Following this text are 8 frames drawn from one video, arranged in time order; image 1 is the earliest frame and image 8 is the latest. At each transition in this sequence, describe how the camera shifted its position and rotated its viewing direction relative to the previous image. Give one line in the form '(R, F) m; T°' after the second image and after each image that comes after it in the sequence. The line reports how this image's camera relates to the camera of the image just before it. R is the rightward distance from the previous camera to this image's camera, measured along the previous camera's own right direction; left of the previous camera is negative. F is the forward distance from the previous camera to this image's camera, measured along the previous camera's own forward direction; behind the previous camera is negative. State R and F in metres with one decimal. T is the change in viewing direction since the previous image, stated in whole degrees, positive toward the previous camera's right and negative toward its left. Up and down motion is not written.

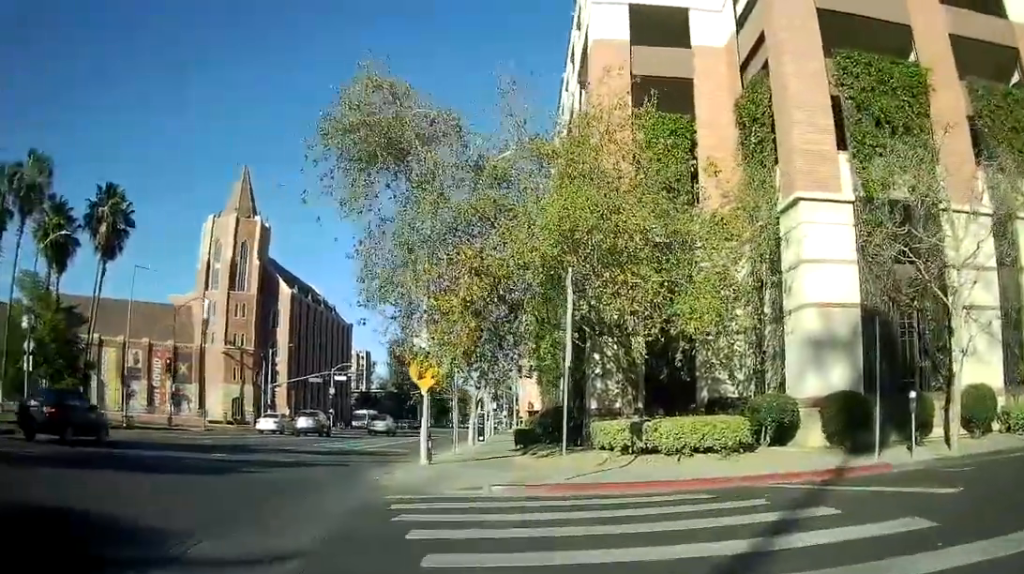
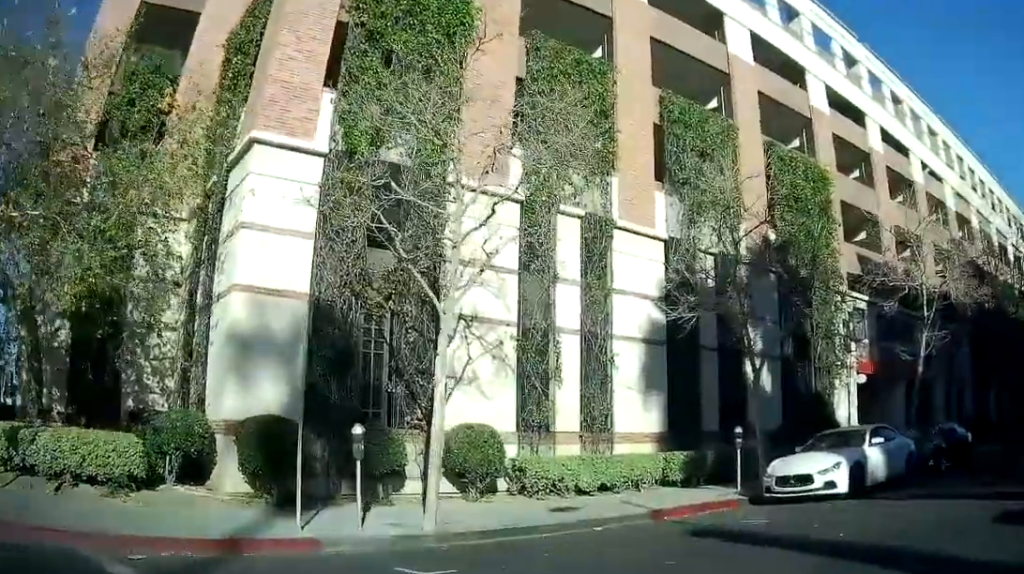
(+1.6, +5.6) m; +17°
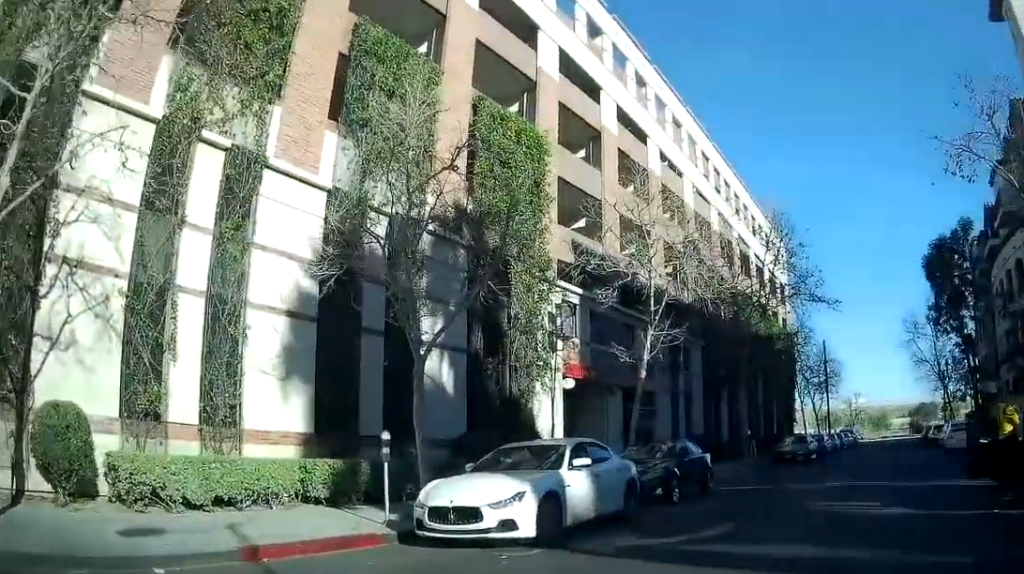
(0.0, +3.5) m; +8°
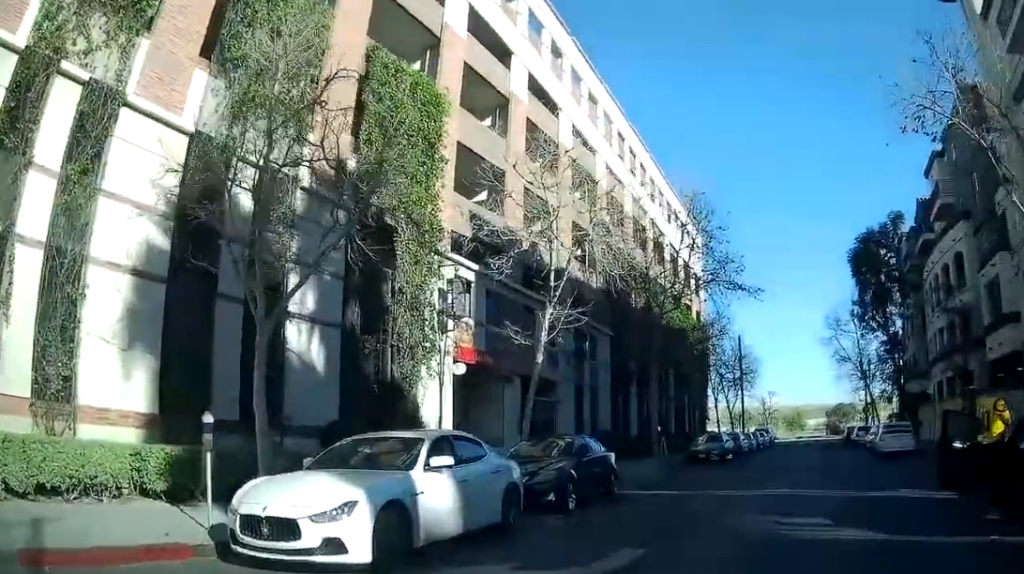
(+0.2, +1.7) m; +15°
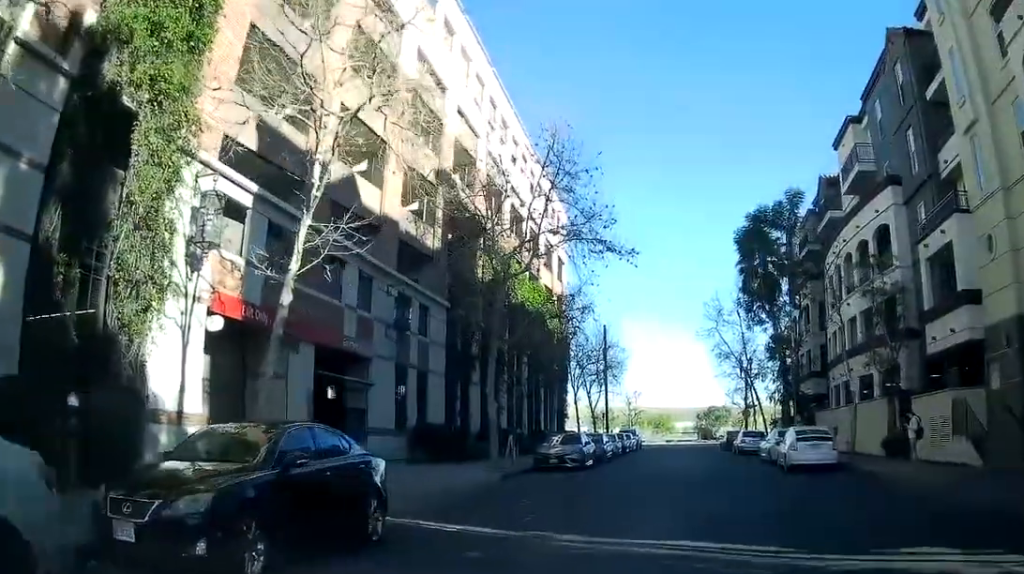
(+1.6, +4.5) m; +38°
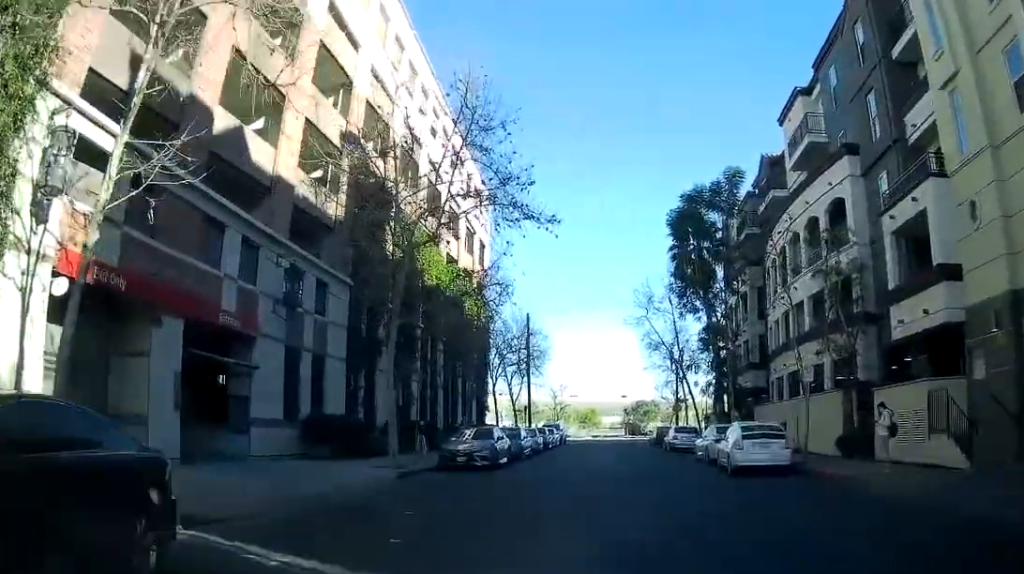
(+0.5, +2.8) m; +8°
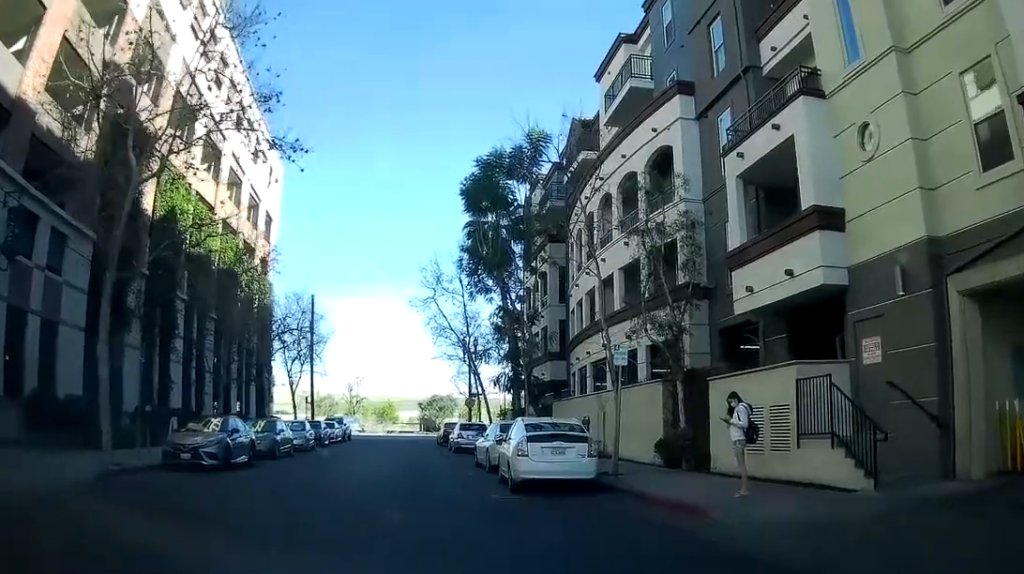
(+0.3, +6.3) m; +1°
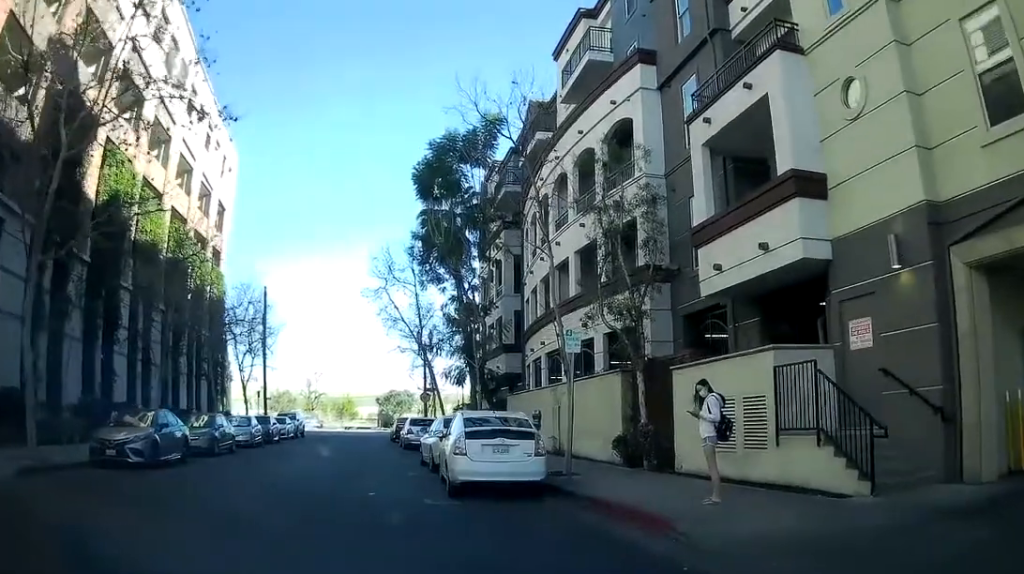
(-0.1, +2.1) m; +3°
